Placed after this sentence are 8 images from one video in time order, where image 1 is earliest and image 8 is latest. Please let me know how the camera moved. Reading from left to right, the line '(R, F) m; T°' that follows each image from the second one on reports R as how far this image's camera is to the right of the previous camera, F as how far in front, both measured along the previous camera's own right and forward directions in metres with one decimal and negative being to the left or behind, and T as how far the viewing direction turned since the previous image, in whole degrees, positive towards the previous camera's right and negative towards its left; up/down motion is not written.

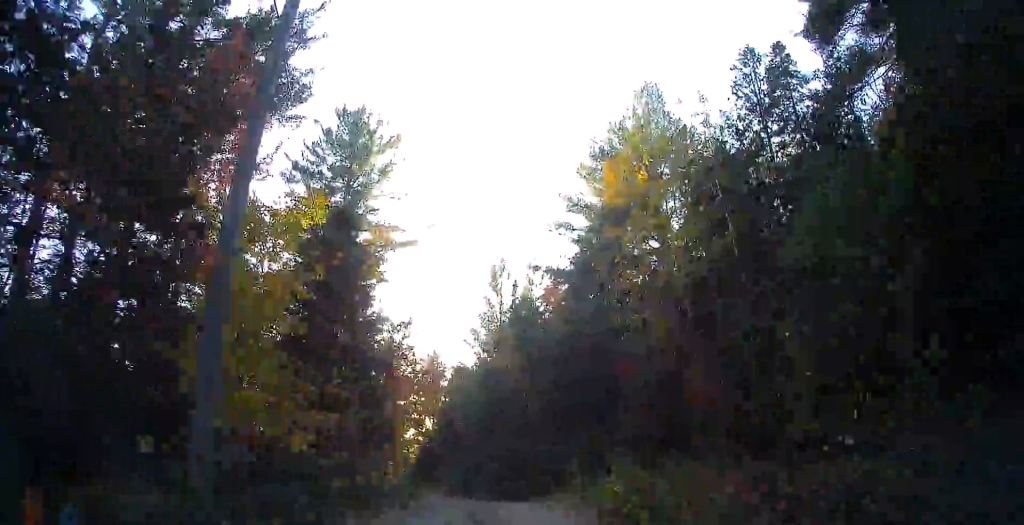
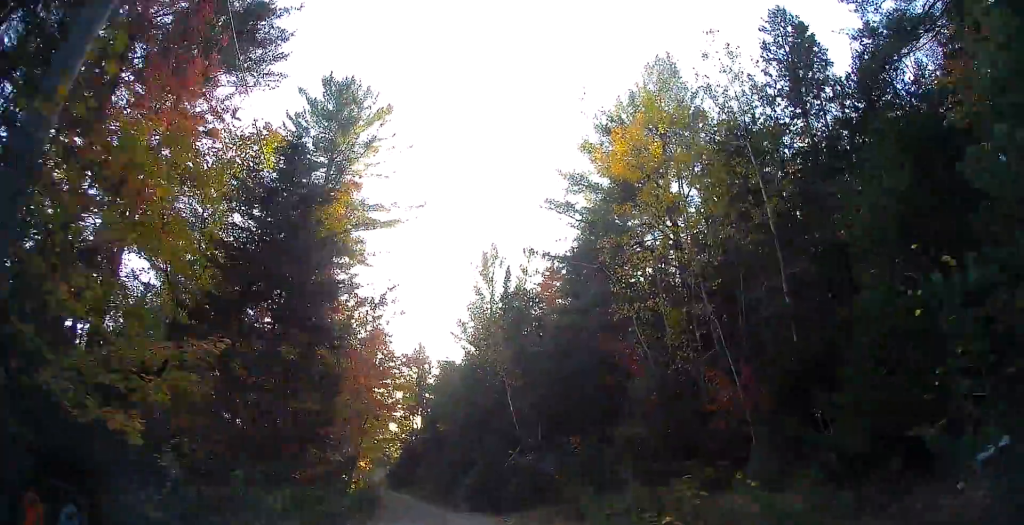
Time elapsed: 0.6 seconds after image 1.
(+0.2, +3.7) m; +2°
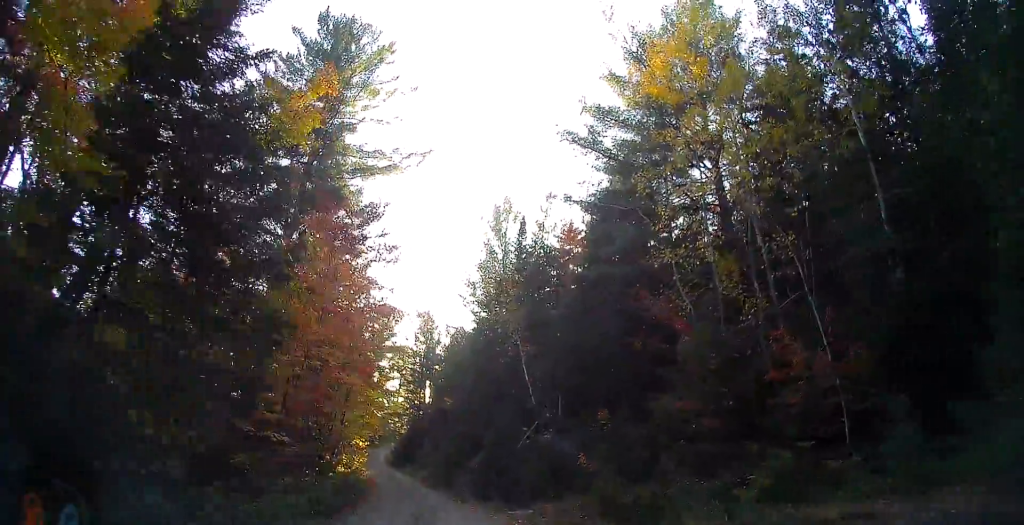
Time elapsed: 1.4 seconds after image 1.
(+0.1, +4.7) m; -2°
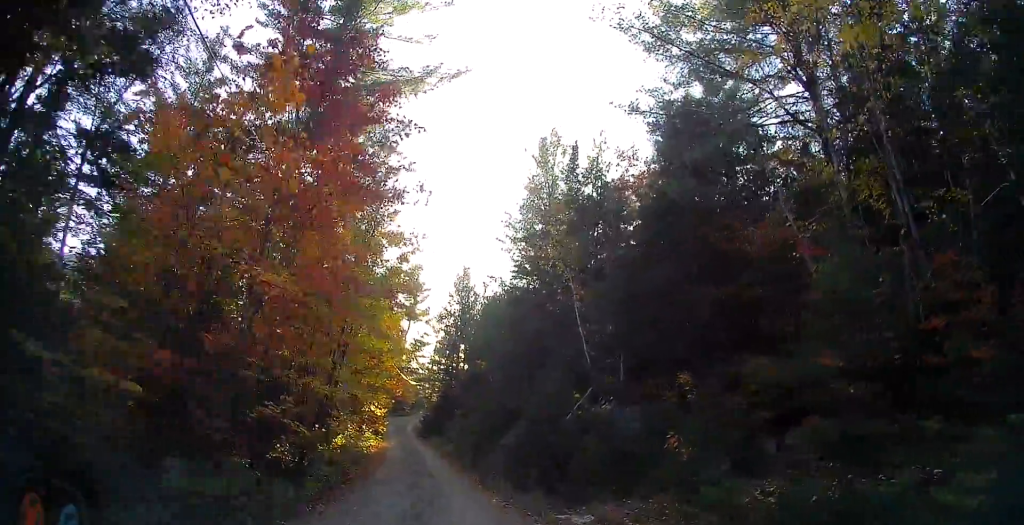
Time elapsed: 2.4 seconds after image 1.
(-0.3, +5.7) m; -4°
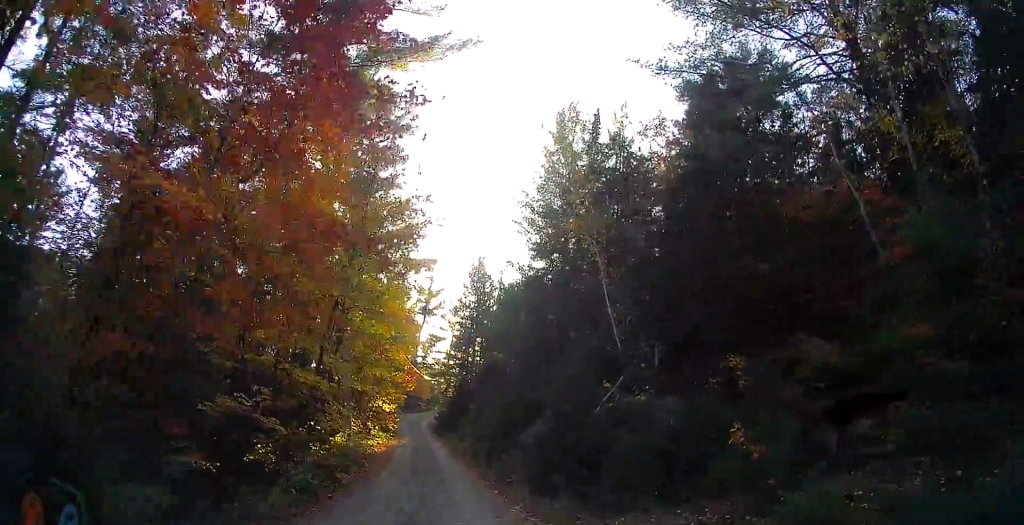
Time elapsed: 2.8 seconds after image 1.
(-0.3, +2.3) m; 0°
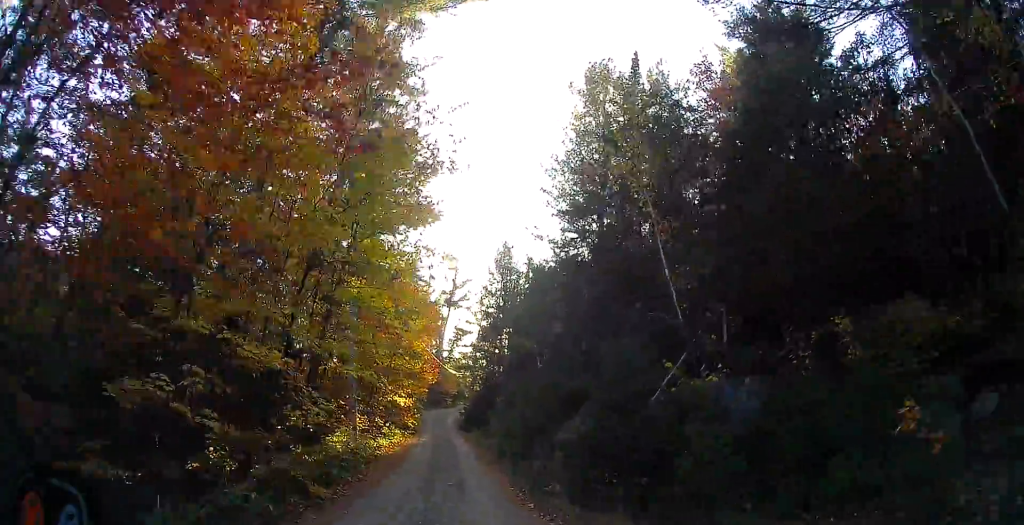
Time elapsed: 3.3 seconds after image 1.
(+0.1, +3.4) m; 0°
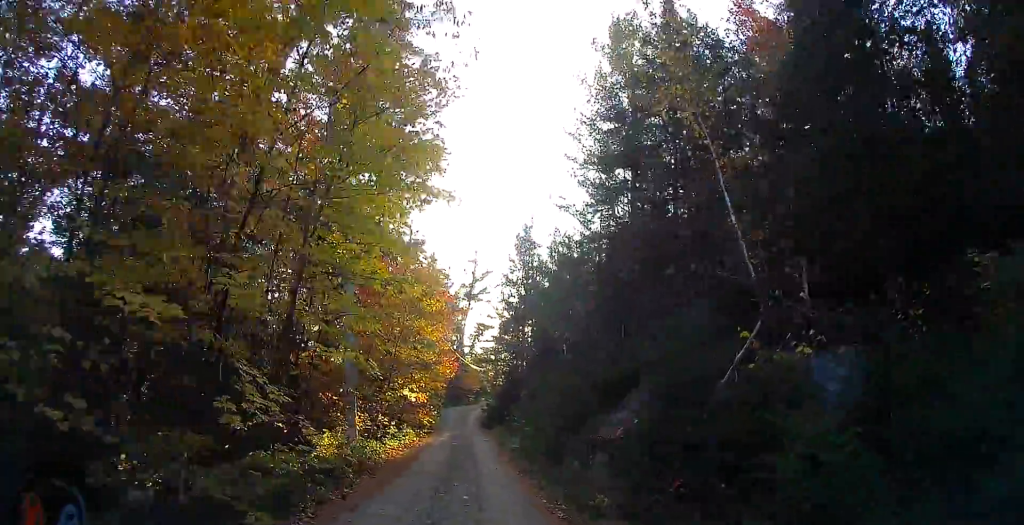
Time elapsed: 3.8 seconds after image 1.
(+0.4, +2.9) m; 0°
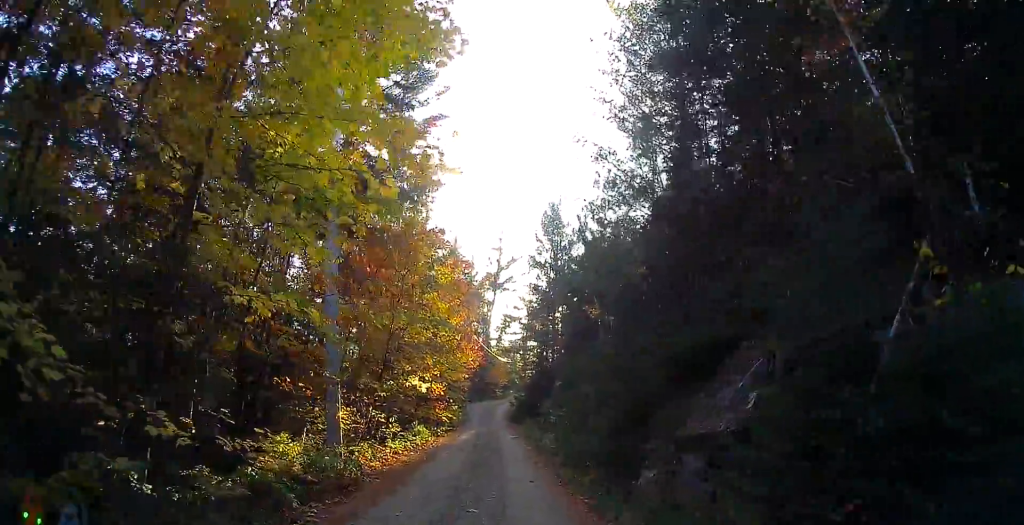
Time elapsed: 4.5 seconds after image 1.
(-0.3, +3.9) m; -2°
